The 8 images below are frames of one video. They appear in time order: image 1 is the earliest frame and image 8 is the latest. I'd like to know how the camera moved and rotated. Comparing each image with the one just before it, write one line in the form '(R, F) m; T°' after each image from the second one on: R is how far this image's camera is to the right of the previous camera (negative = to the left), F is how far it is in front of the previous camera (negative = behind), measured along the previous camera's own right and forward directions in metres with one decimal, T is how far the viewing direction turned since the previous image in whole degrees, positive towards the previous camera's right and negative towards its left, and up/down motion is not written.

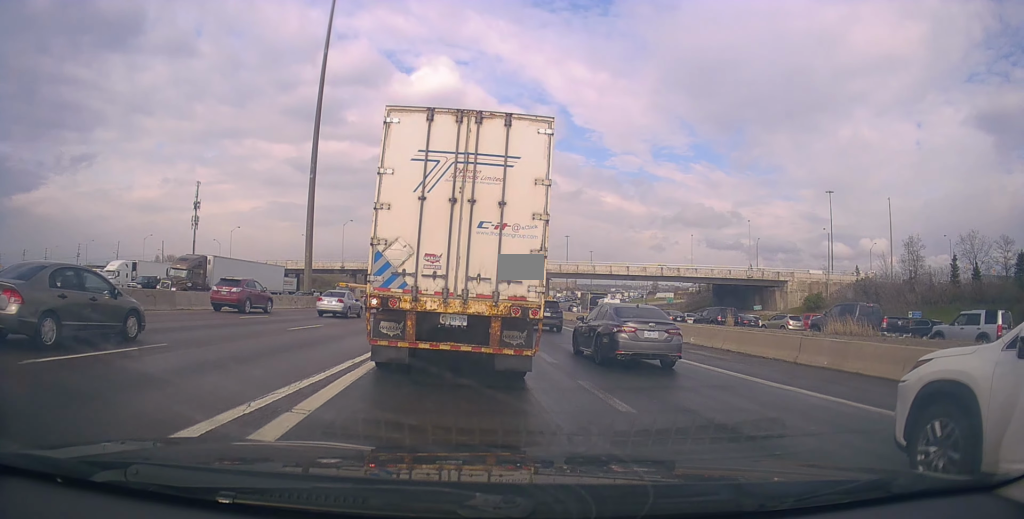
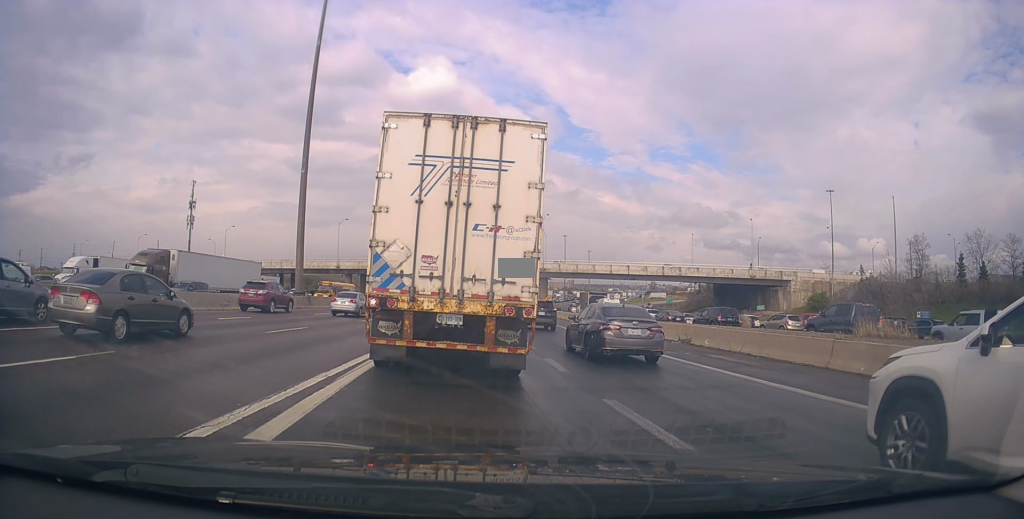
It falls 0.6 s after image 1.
(0.0, +2.0) m; +1°
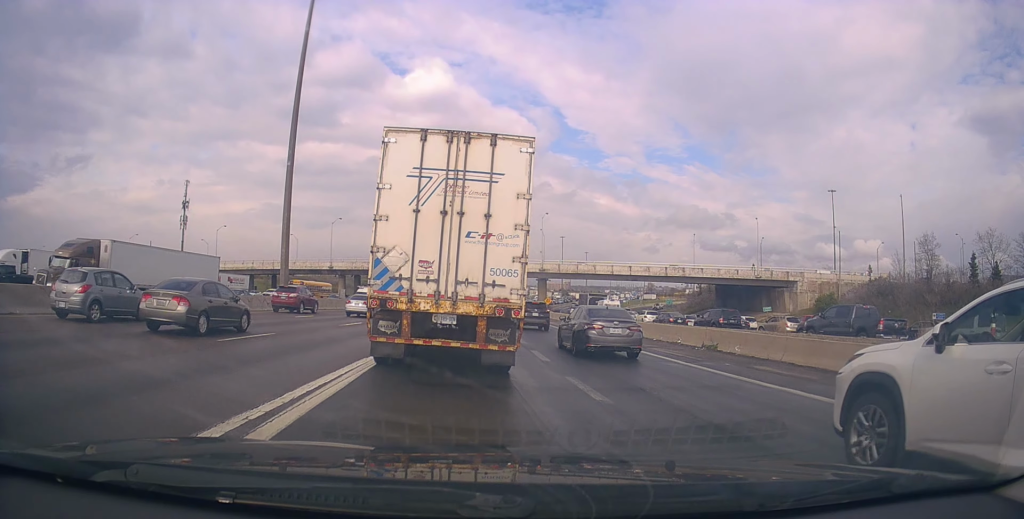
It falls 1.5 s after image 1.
(0.0, +3.4) m; -1°
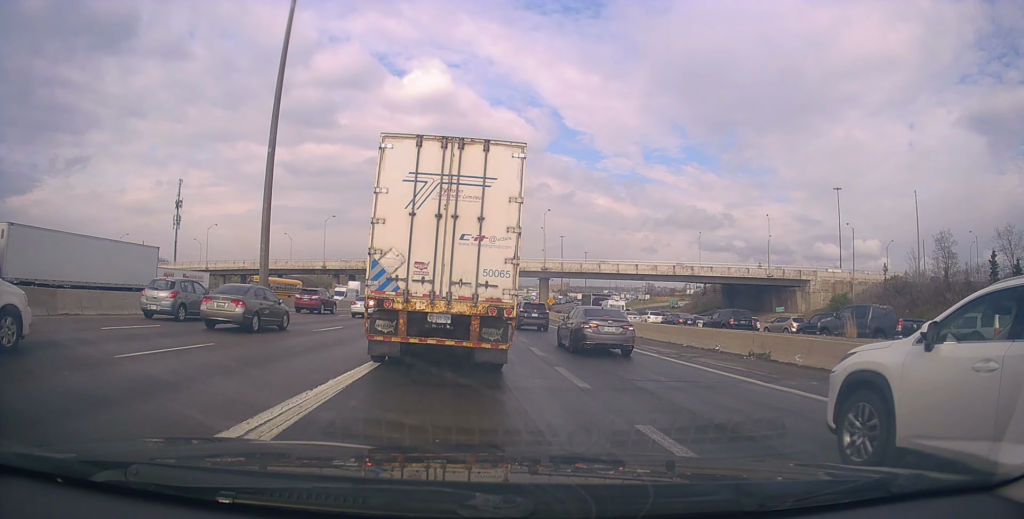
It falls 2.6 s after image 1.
(-0.1, +4.6) m; -2°
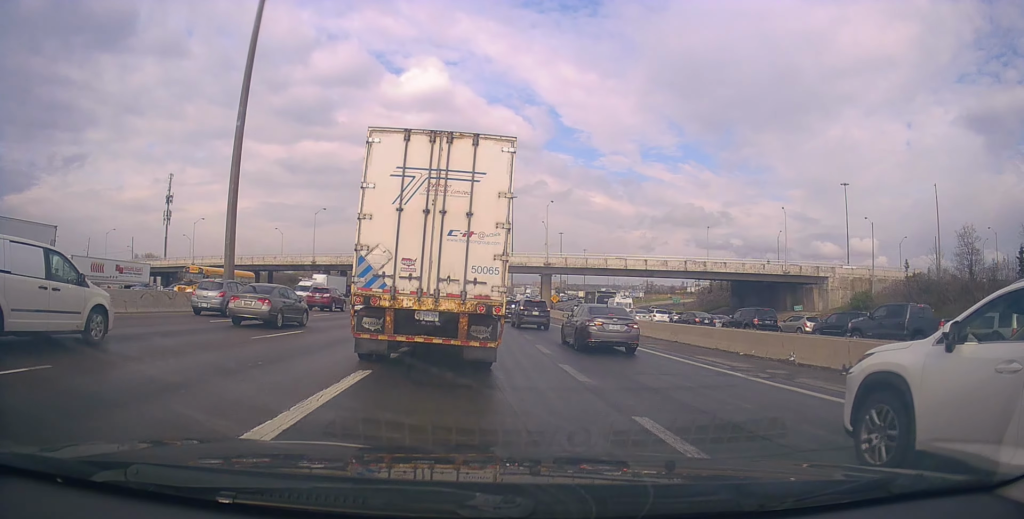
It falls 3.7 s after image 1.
(0.0, +5.8) m; -1°
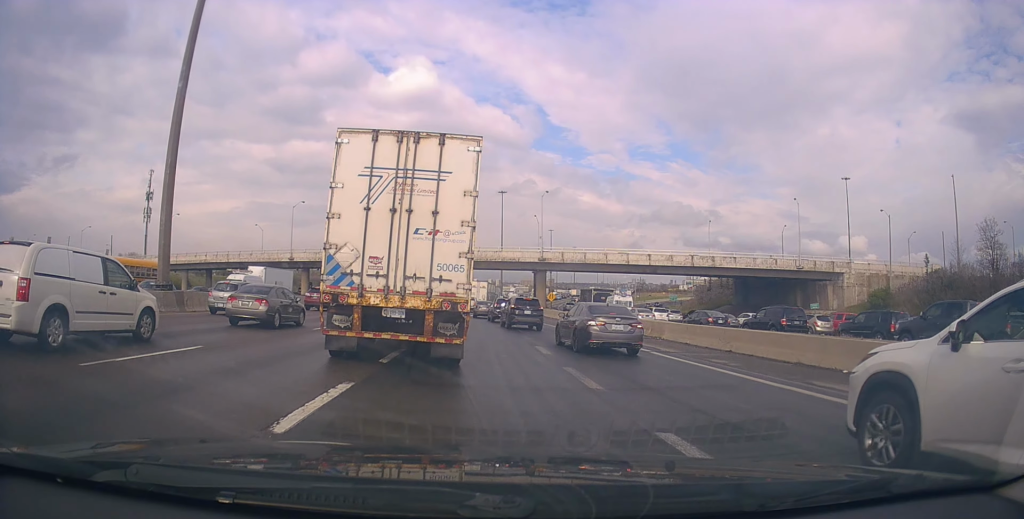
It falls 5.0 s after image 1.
(-0.3, +7.0) m; -1°
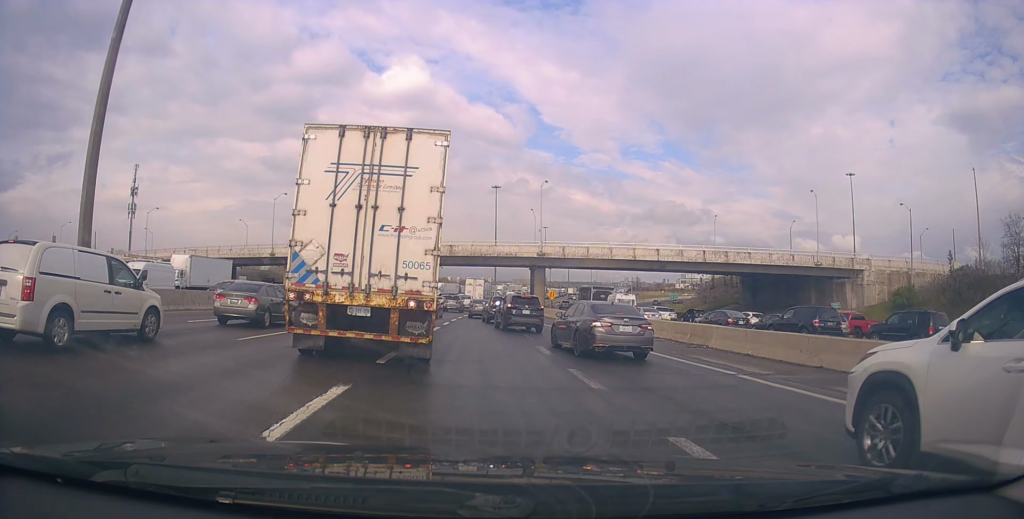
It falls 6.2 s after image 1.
(+0.4, +6.3) m; +5°
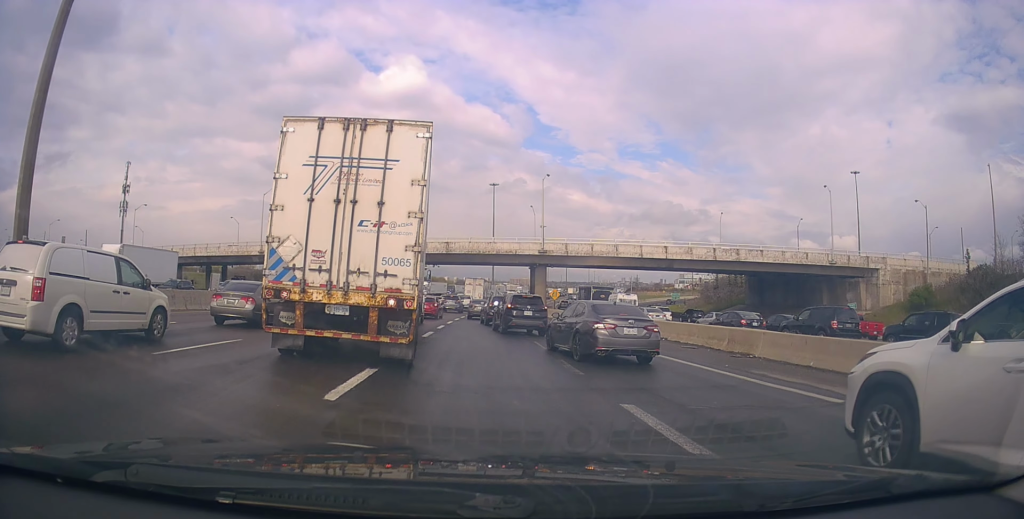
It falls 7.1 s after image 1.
(0.0, +4.0) m; 0°
